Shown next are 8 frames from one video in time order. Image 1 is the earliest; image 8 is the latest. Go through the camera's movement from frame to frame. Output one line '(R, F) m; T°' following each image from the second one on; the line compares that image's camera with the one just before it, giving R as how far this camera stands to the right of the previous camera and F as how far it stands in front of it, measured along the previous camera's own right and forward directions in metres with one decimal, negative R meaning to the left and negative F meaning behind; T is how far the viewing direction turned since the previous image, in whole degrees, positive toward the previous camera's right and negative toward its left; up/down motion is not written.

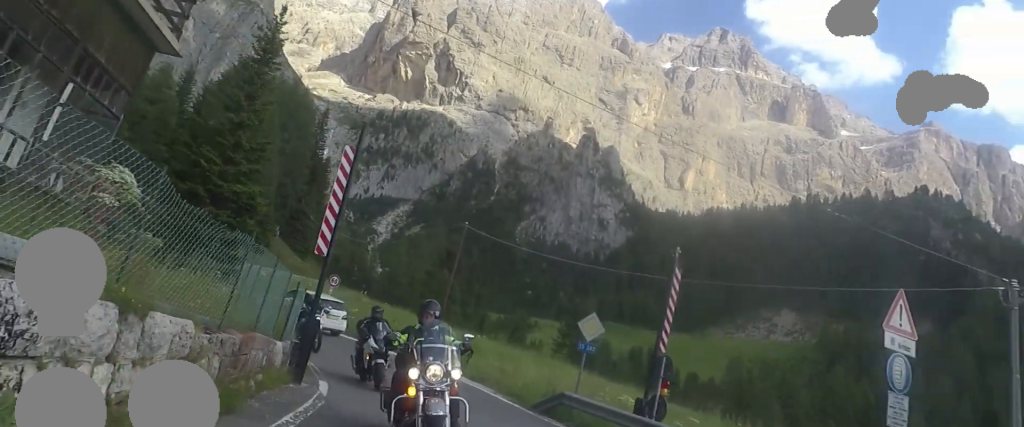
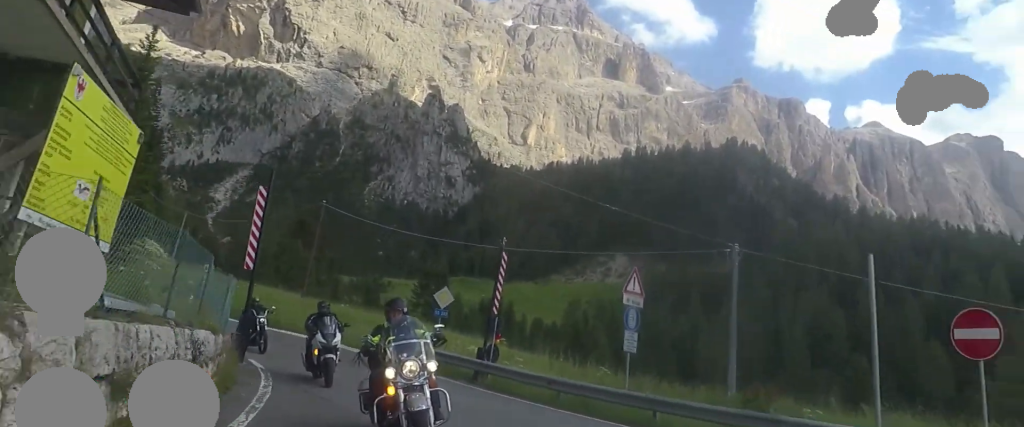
(+0.3, +4.6) m; +8°
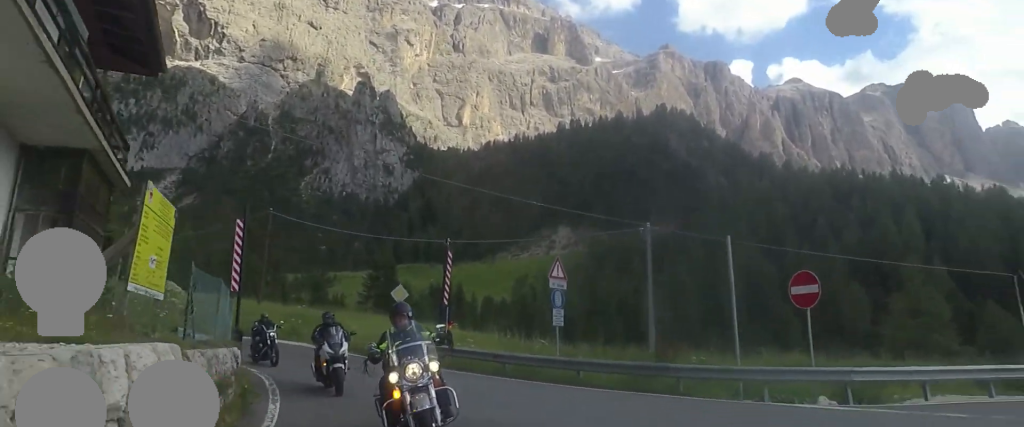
(+0.5, +3.1) m; 0°
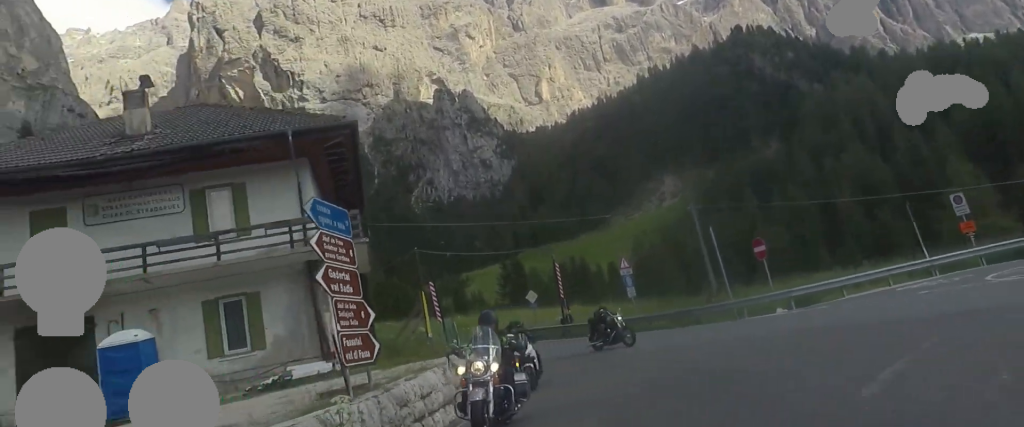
(-1.2, +11.5) m; -12°
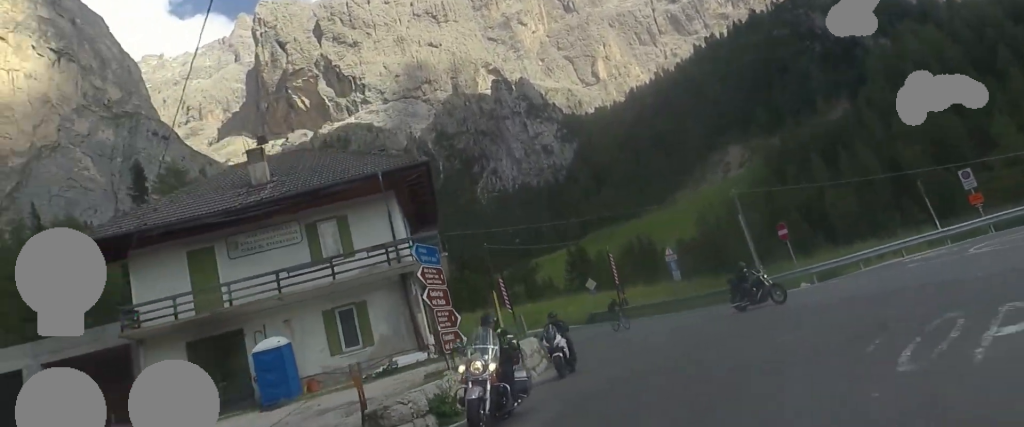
(+0.1, +4.6) m; -5°
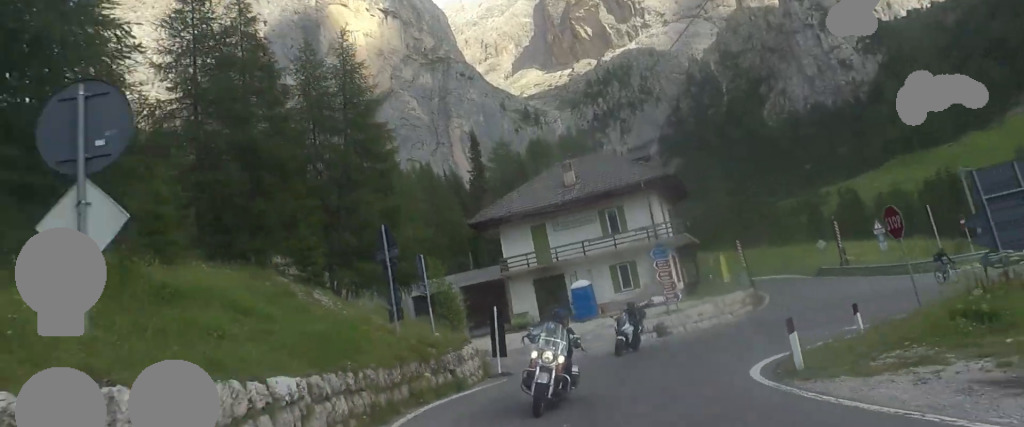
(-2.1, +14.5) m; -15°
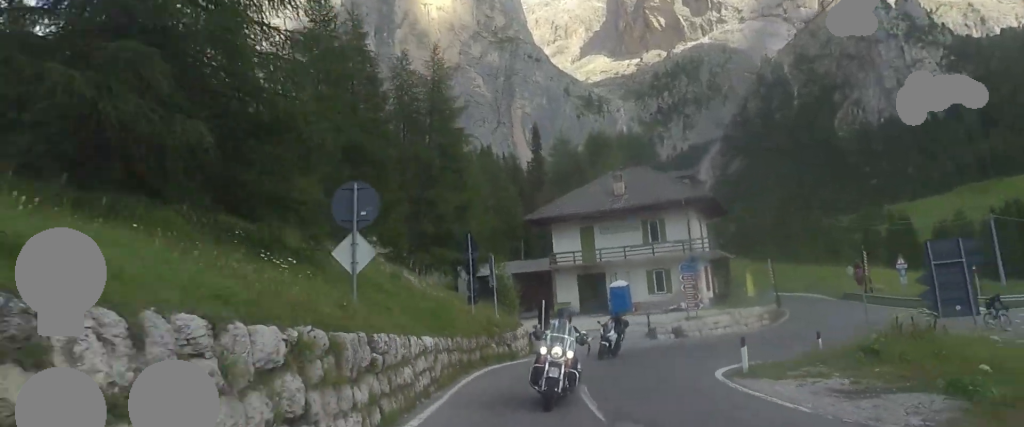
(+0.1, +5.5) m; -5°
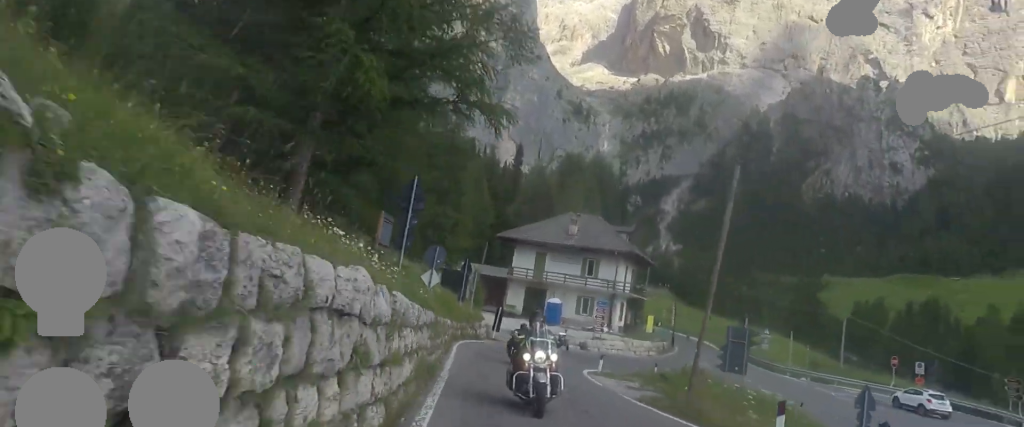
(-1.3, +14.0) m; +2°
